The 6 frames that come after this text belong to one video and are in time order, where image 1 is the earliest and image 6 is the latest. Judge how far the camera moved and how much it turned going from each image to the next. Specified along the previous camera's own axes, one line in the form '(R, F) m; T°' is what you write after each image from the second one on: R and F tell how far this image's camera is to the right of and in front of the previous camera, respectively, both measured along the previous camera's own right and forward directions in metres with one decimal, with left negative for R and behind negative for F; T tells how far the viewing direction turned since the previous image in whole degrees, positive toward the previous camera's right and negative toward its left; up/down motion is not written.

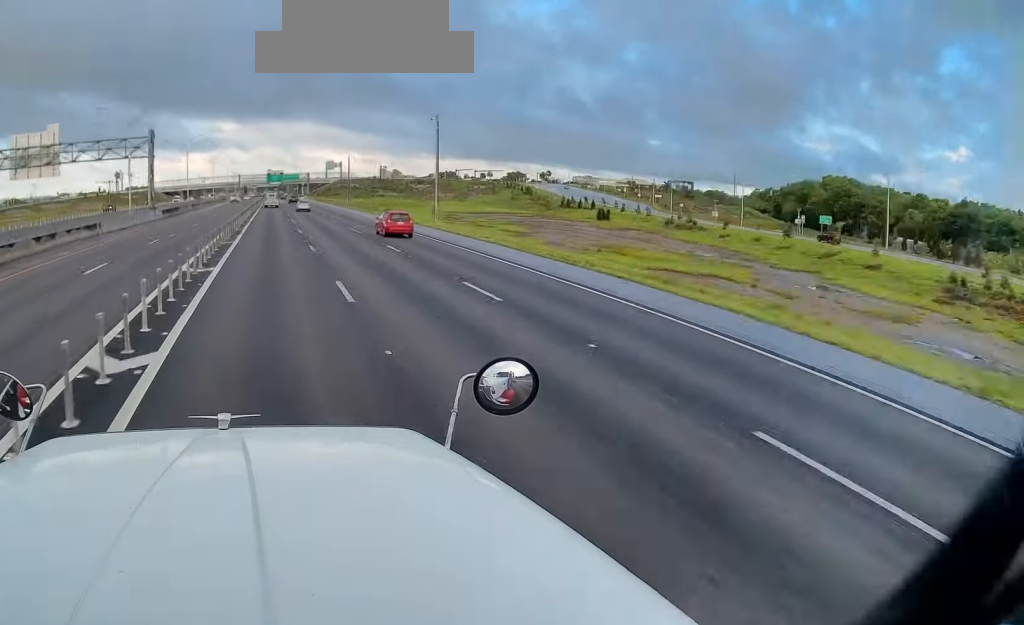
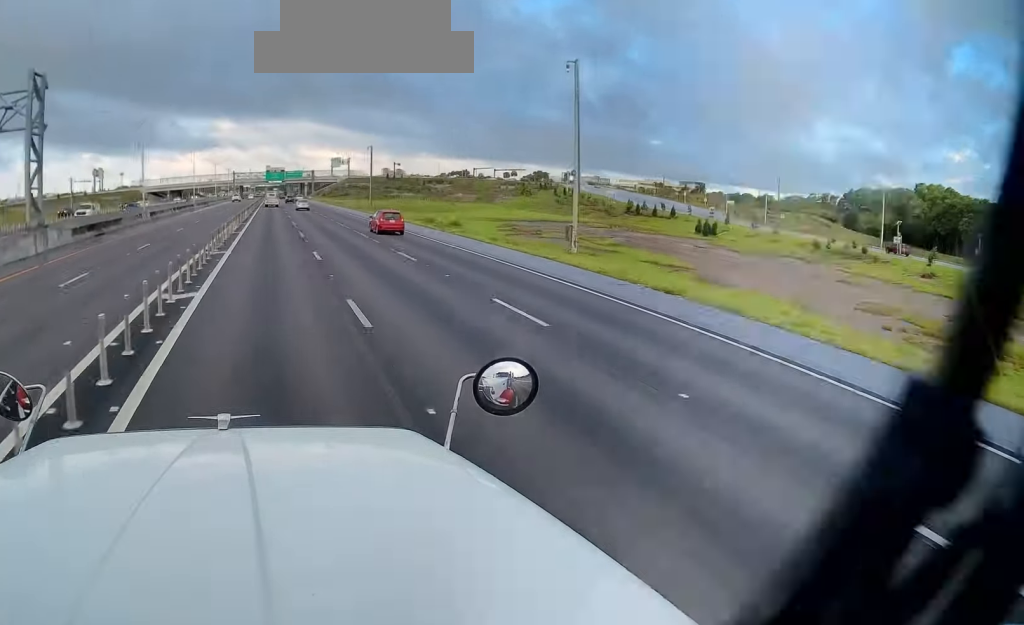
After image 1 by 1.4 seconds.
(0.0, +42.1) m; 0°
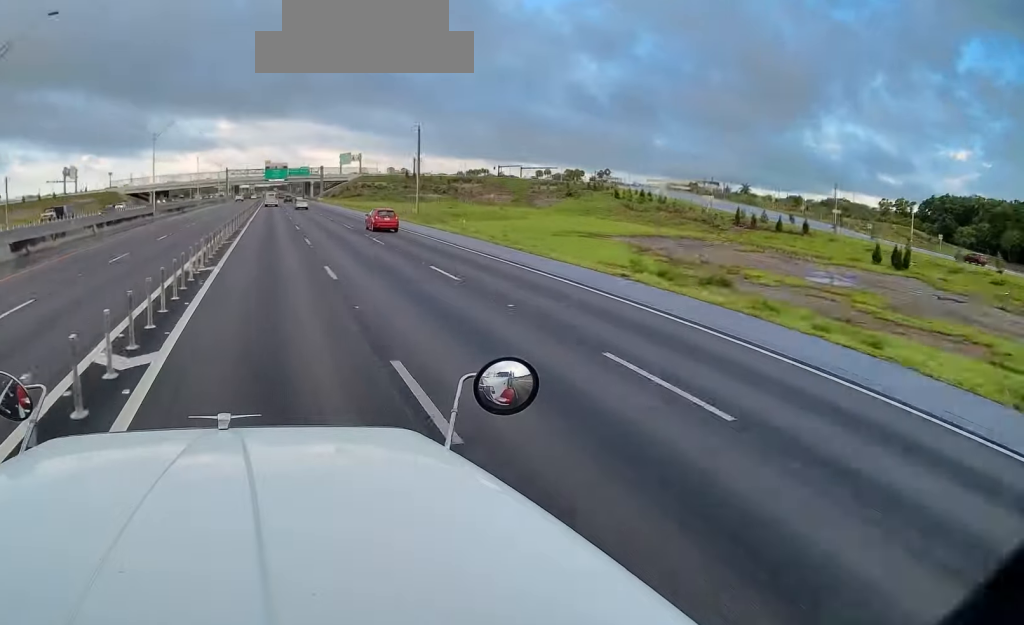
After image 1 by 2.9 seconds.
(+0.3, +45.2) m; 0°
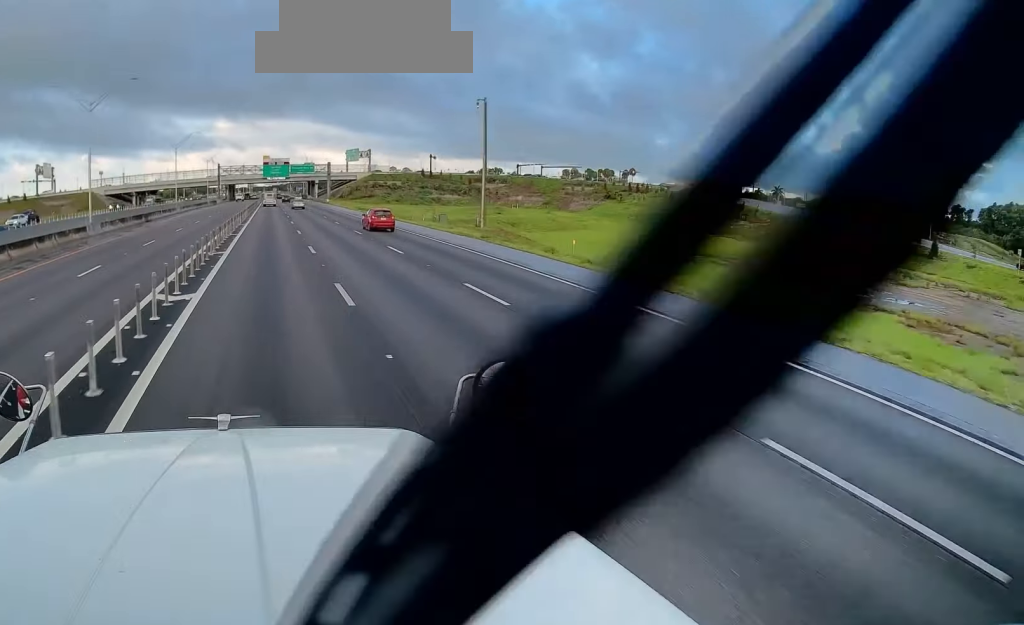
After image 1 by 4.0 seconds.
(-0.3, +29.4) m; -1°
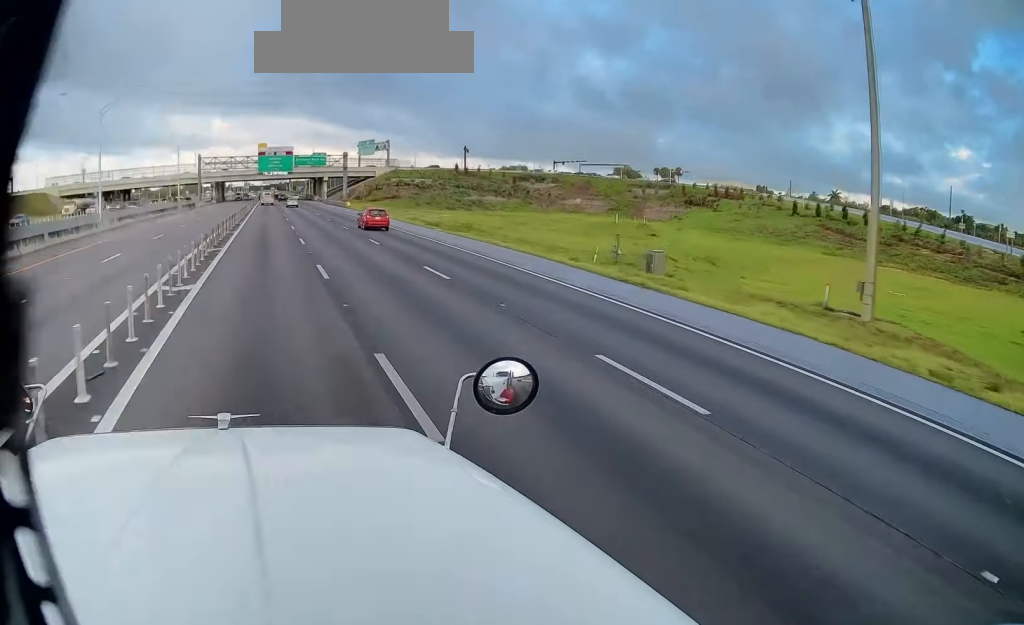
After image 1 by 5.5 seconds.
(+0.4, +44.5) m; +1°
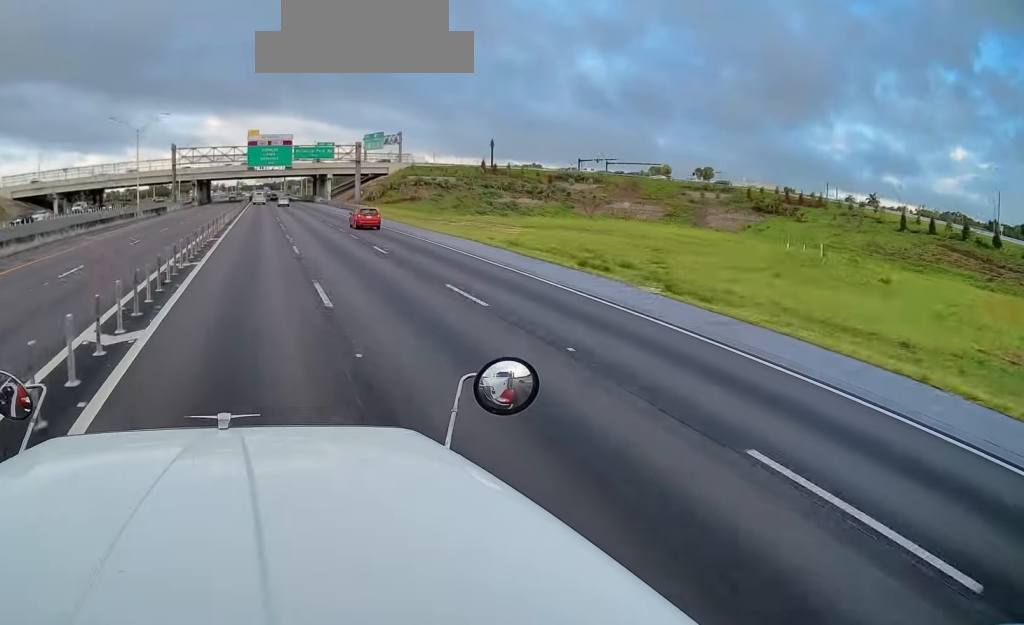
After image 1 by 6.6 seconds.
(+0.2, +30.2) m; 0°
